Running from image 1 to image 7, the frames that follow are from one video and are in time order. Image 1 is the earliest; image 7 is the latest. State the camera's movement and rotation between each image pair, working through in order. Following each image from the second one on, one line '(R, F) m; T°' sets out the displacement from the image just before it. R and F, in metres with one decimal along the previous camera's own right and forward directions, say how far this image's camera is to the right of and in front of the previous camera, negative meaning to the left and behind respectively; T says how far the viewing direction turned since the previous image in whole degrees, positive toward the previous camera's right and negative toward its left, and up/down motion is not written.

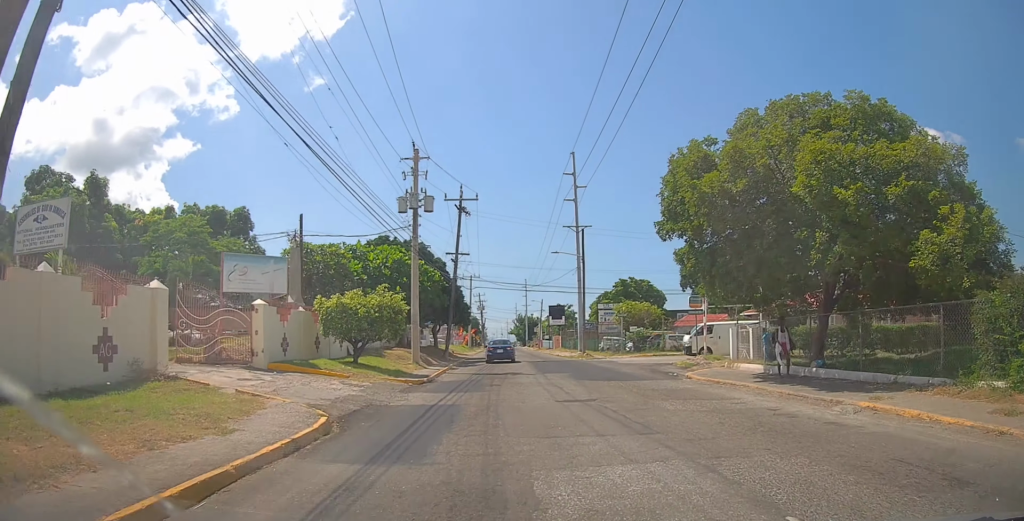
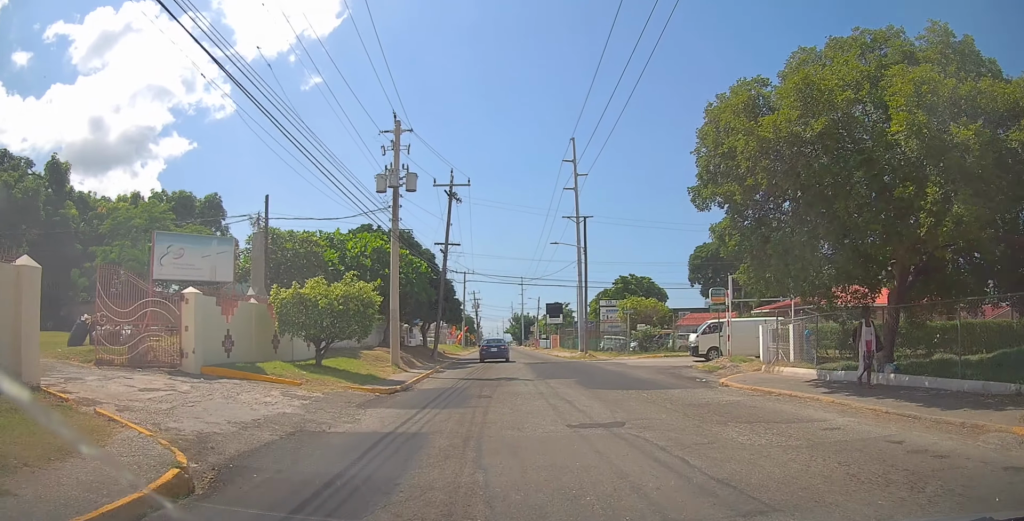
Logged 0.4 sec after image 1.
(+0.2, +3.7) m; 0°
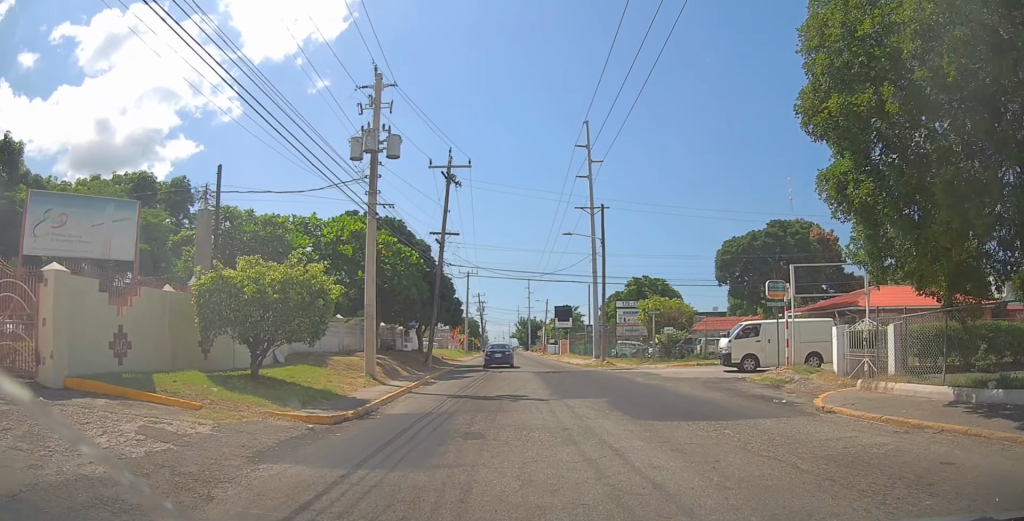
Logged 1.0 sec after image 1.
(-0.1, +5.0) m; 0°
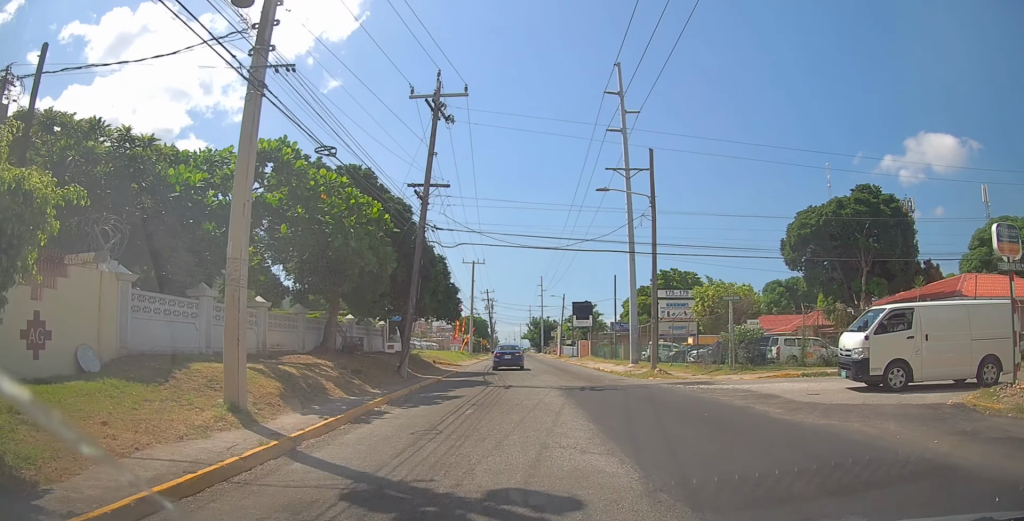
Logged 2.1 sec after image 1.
(-0.1, +9.8) m; -1°
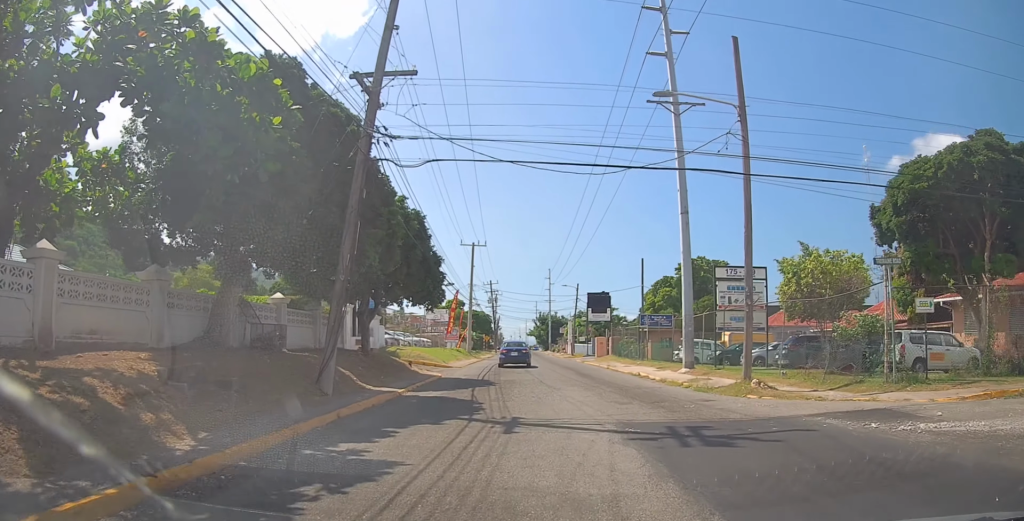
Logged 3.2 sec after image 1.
(-0.1, +9.2) m; 0°
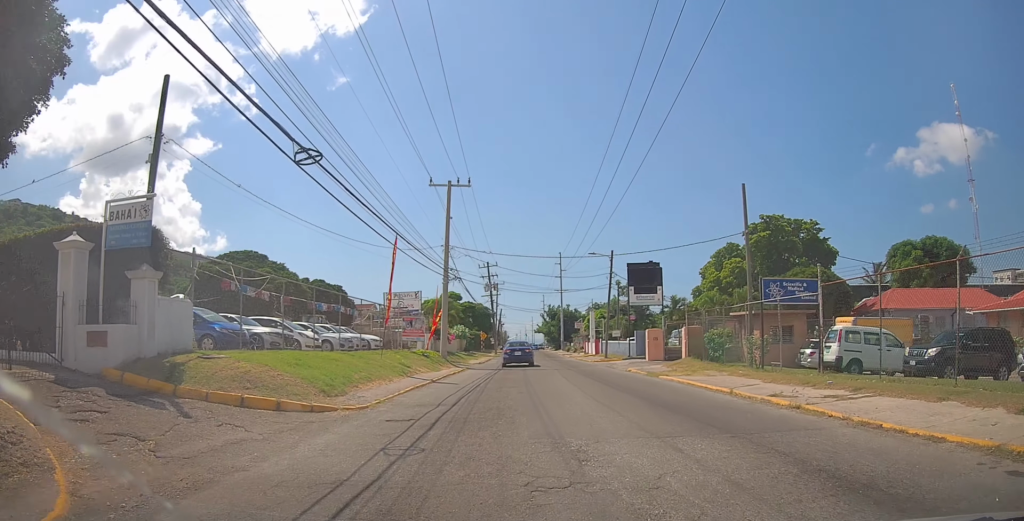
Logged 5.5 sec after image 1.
(-0.2, +20.4) m; 0°
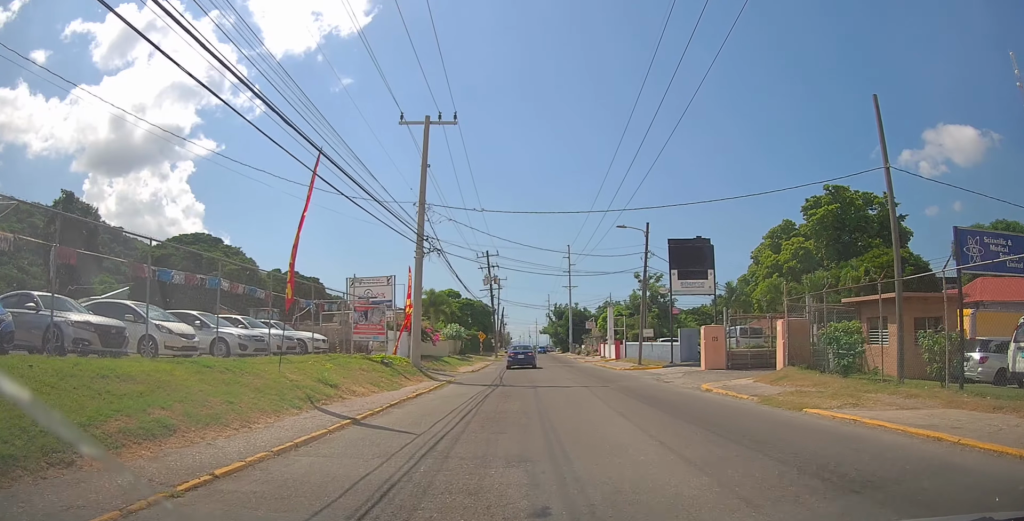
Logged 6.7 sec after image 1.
(+0.4, +10.1) m; 0°
